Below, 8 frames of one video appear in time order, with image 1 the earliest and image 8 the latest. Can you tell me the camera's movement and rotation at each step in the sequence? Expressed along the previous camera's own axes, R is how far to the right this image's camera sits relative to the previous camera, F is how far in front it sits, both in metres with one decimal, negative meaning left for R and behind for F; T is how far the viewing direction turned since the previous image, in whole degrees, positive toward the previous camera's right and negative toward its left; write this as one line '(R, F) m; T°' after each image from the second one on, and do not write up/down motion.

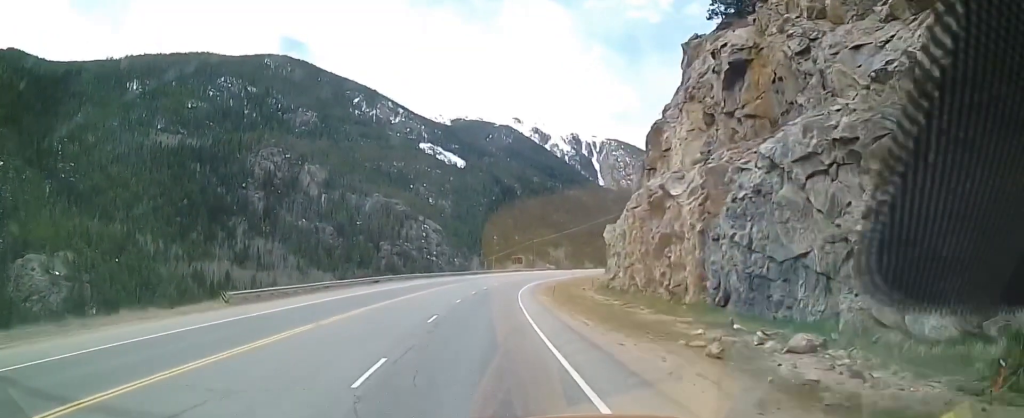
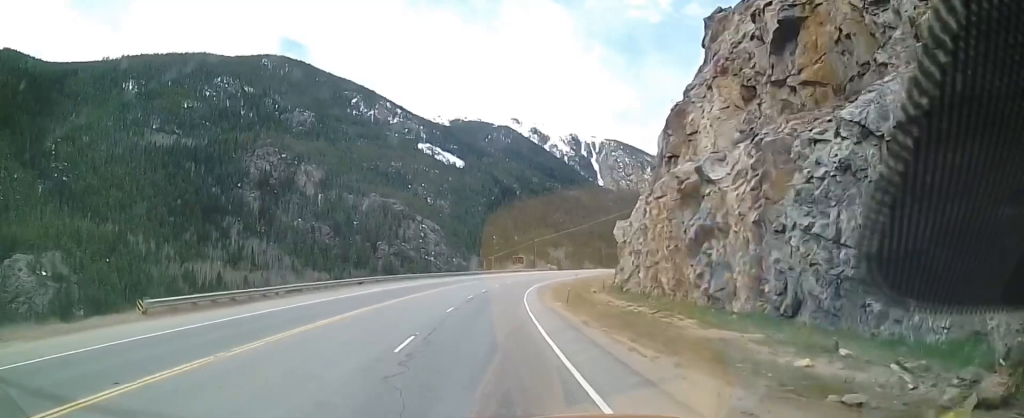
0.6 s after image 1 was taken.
(0.0, +7.4) m; +2°
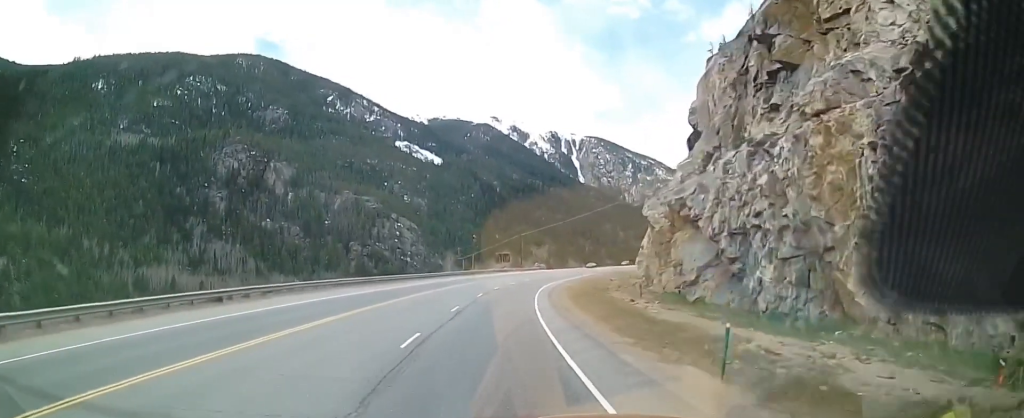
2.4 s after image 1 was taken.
(+1.5, +24.3) m; +7°
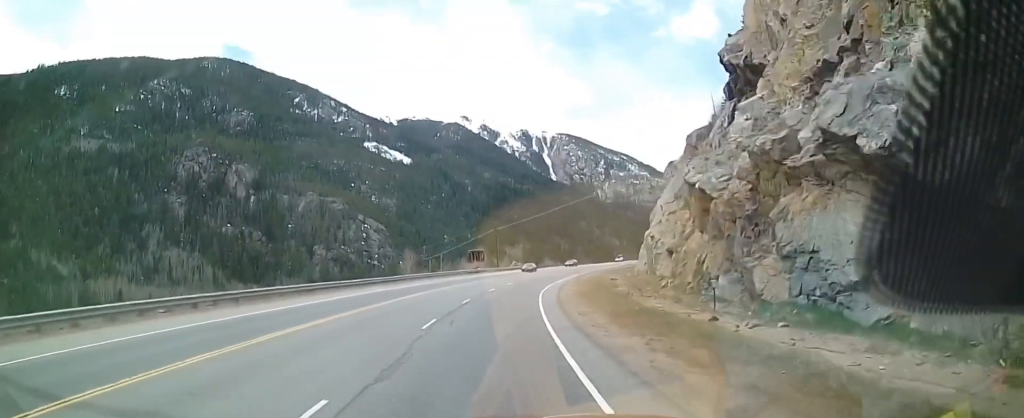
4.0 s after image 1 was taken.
(+0.5, +20.1) m; +4°
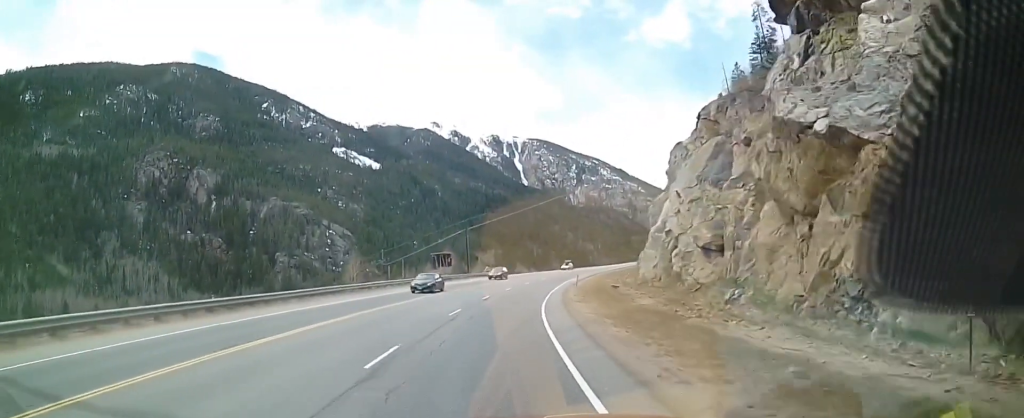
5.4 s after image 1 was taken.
(+0.3, +17.6) m; 0°
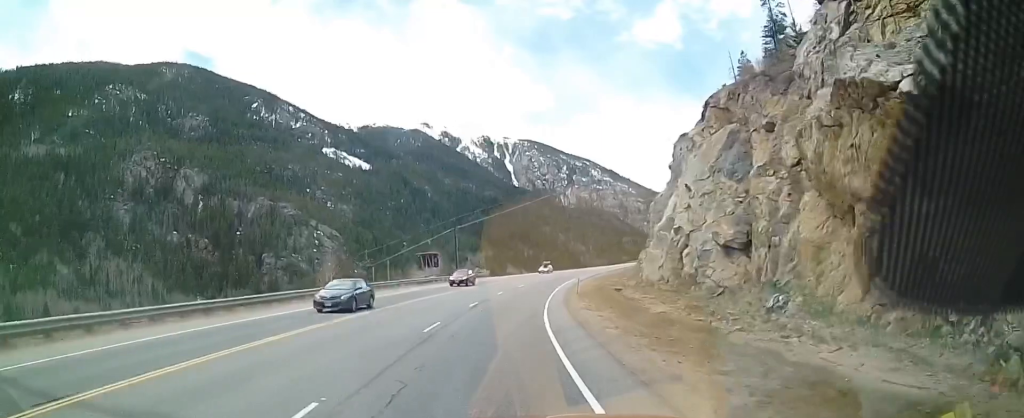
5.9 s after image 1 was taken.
(-0.3, +5.8) m; 0°
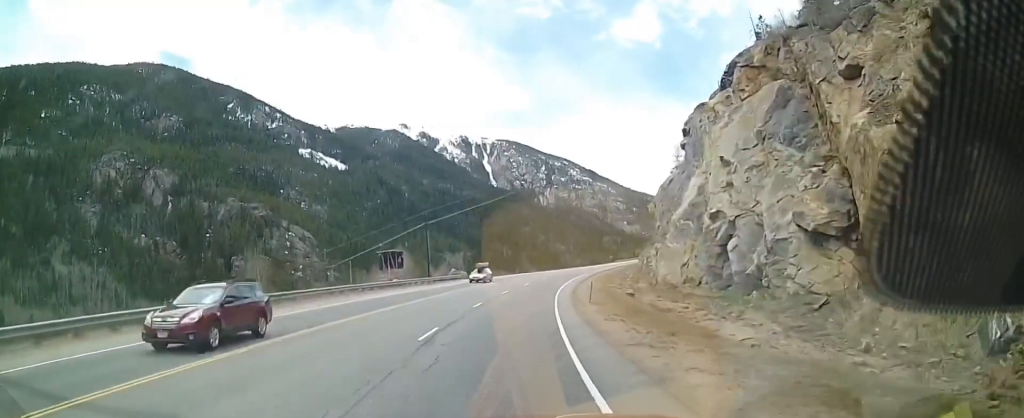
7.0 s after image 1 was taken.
(+0.5, +13.6) m; +7°
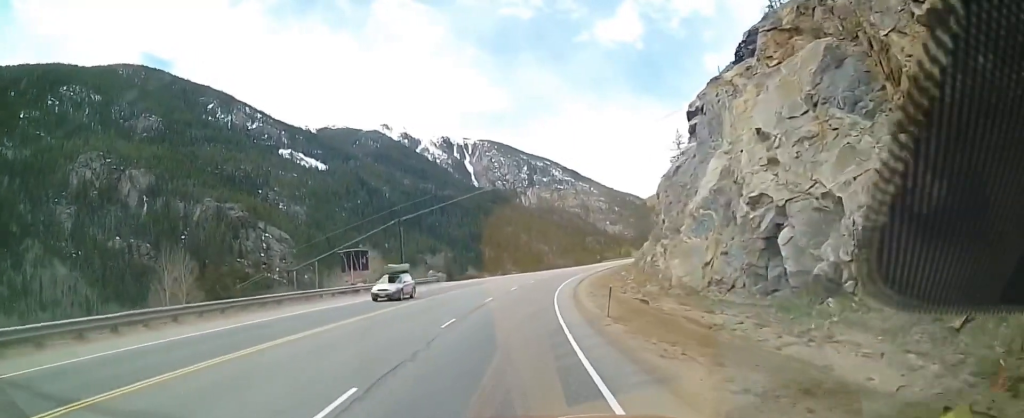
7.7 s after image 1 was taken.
(+0.7, +8.9) m; +2°
